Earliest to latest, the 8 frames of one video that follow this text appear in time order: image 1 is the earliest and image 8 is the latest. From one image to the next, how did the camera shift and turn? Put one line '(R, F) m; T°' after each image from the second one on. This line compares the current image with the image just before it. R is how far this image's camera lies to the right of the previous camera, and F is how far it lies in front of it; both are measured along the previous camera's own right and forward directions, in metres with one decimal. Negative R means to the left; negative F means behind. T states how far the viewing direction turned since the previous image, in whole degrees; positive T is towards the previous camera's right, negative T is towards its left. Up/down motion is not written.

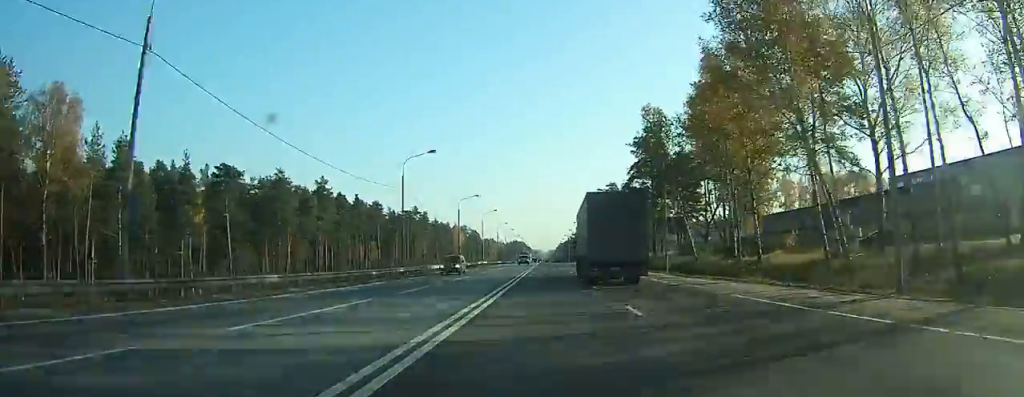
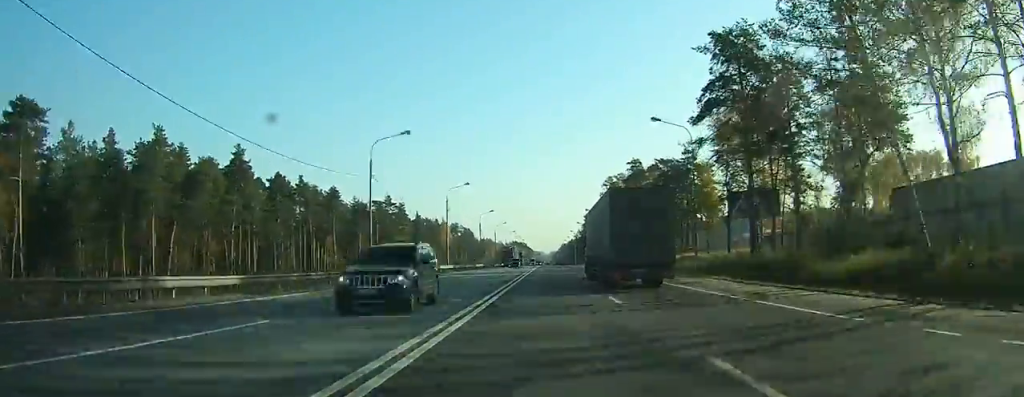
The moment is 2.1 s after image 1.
(+0.3, +43.0) m; 0°
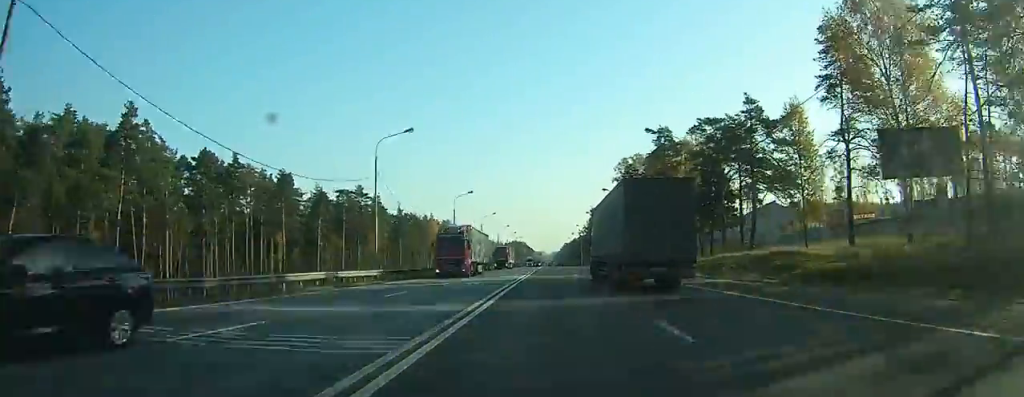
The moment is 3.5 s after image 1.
(+0.1, +31.4) m; 0°
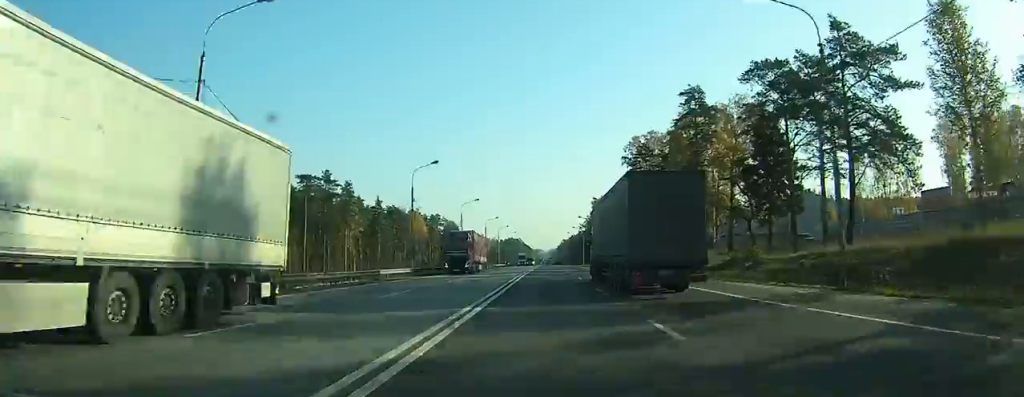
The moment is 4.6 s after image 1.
(-0.1, +23.4) m; 0°
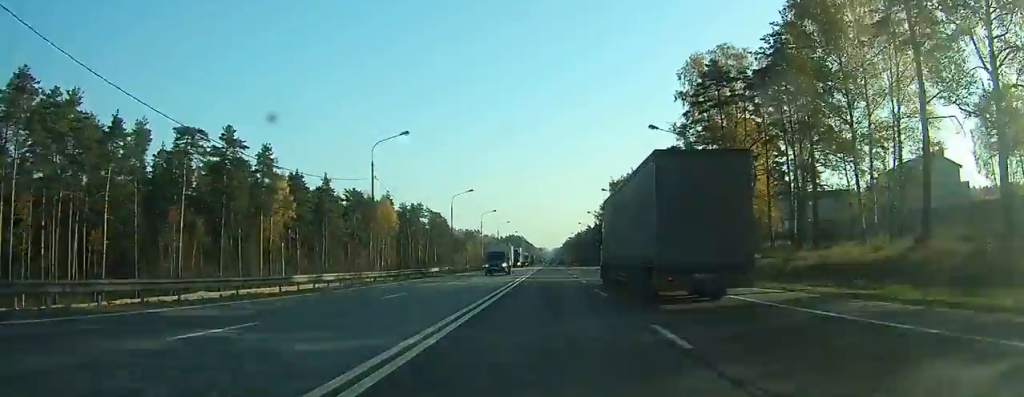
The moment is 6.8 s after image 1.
(-0.2, +49.4) m; 0°
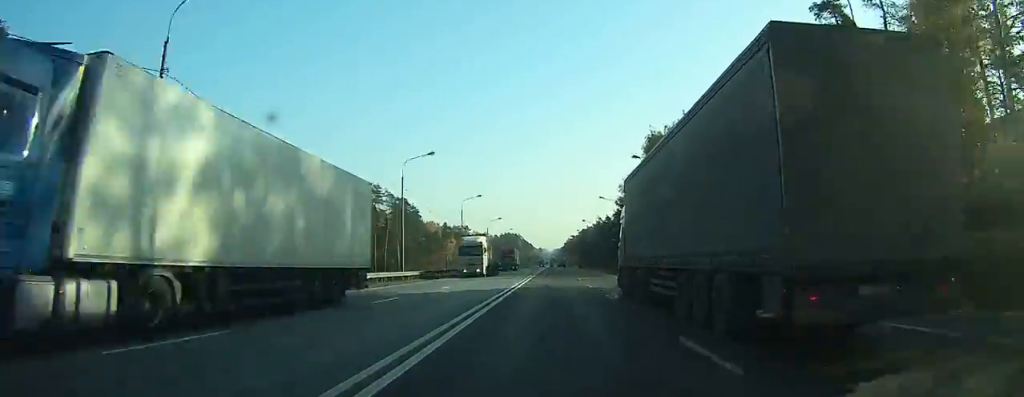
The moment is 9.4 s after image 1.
(-0.1, +61.1) m; 0°
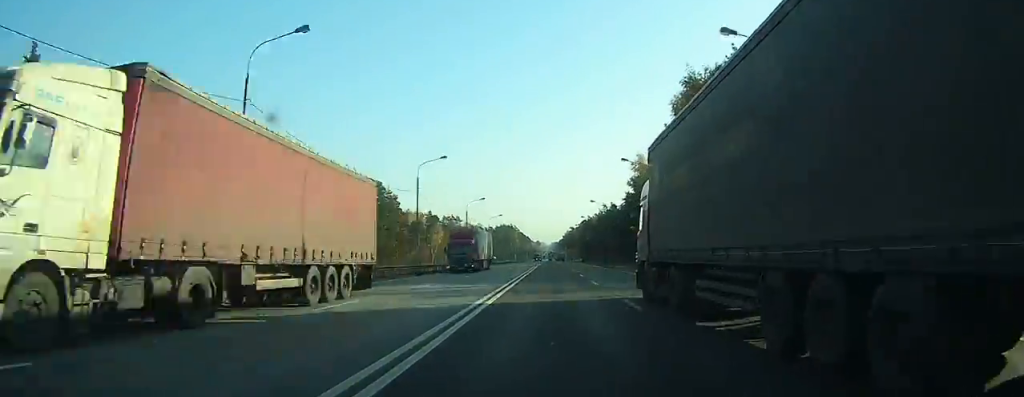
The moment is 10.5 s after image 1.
(0.0, +27.8) m; 0°
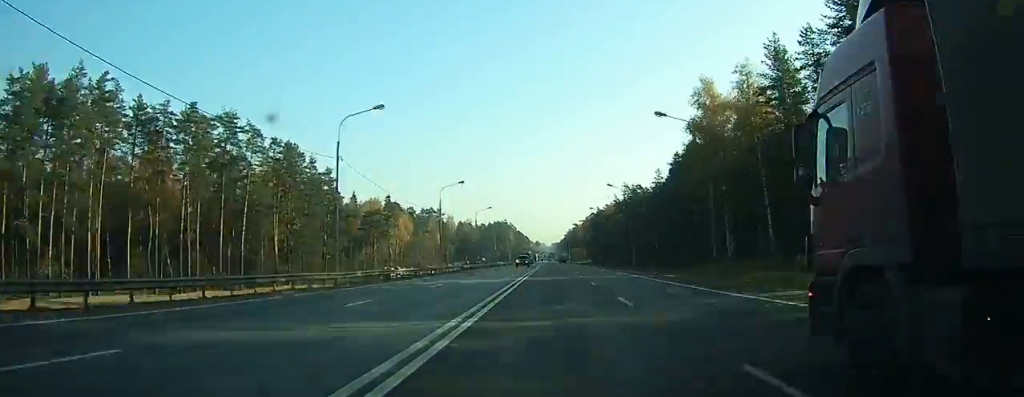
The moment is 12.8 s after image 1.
(0.0, +57.2) m; 0°
